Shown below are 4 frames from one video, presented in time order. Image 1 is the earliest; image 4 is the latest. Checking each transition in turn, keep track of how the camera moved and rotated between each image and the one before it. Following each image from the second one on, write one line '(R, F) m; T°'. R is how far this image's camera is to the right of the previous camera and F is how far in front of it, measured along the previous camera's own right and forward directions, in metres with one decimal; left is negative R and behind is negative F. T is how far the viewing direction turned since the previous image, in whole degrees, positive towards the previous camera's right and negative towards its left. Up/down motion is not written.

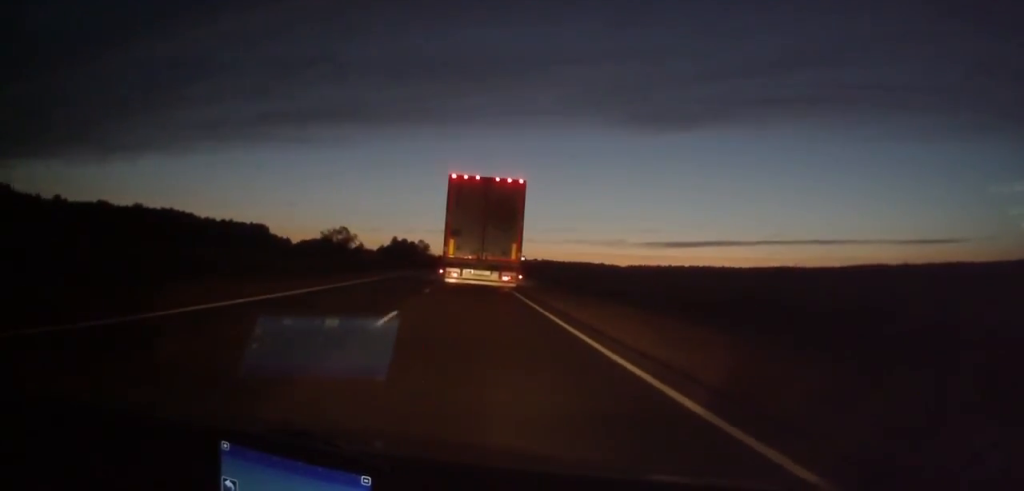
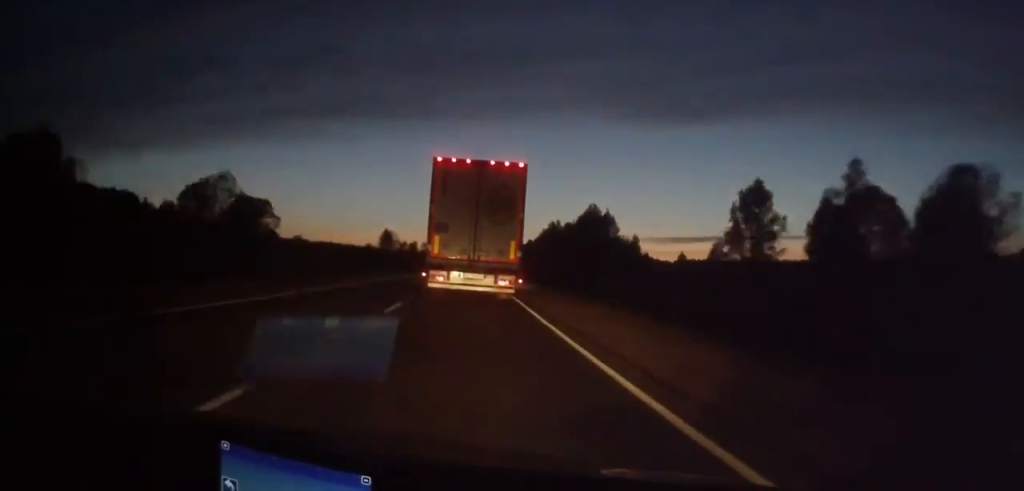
(-0.6, +299.7) m; 0°
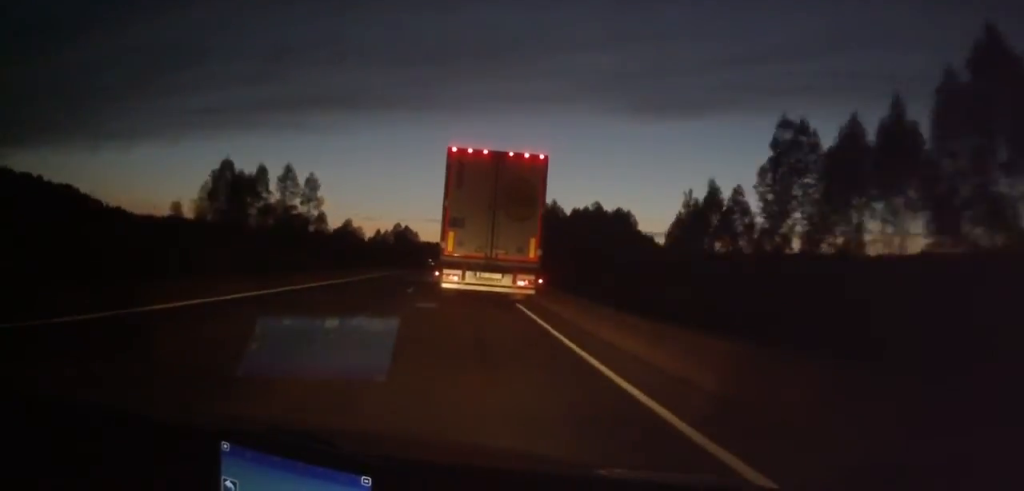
(+0.8, +186.0) m; 0°
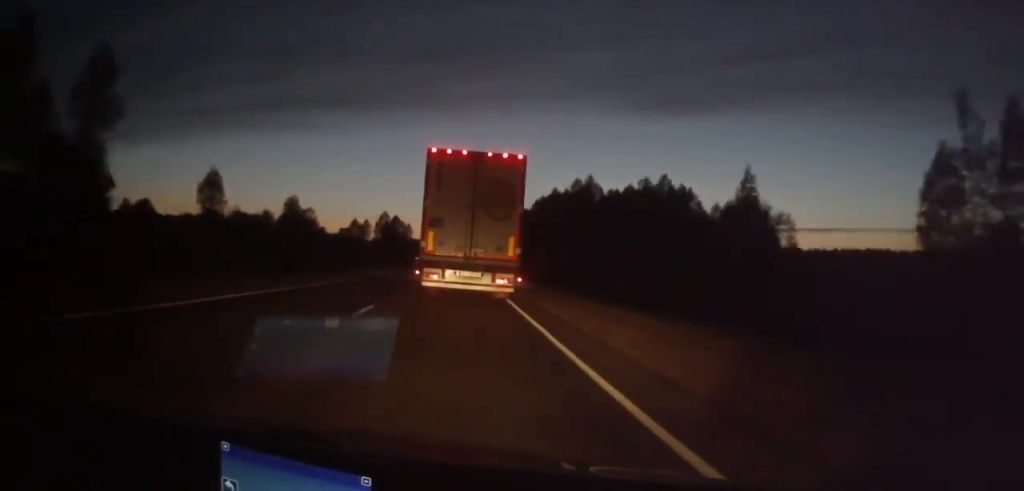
(+0.3, +46.0) m; 0°
